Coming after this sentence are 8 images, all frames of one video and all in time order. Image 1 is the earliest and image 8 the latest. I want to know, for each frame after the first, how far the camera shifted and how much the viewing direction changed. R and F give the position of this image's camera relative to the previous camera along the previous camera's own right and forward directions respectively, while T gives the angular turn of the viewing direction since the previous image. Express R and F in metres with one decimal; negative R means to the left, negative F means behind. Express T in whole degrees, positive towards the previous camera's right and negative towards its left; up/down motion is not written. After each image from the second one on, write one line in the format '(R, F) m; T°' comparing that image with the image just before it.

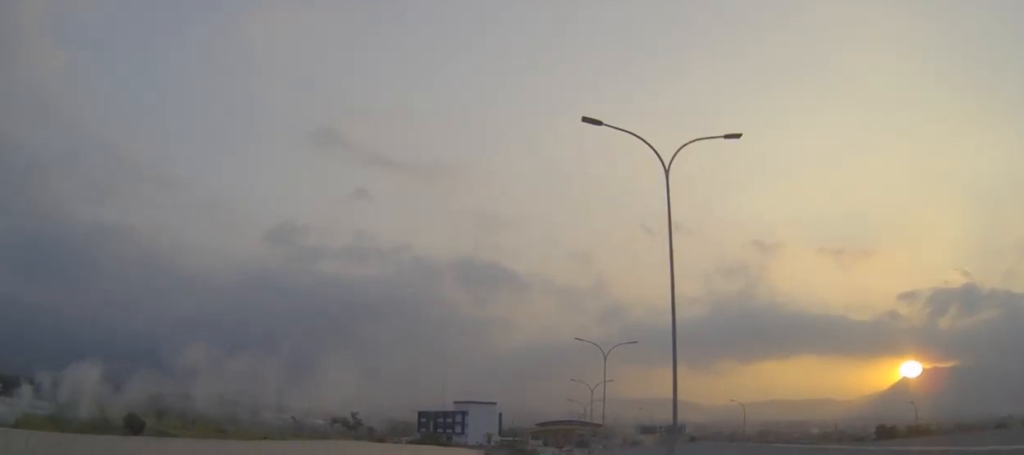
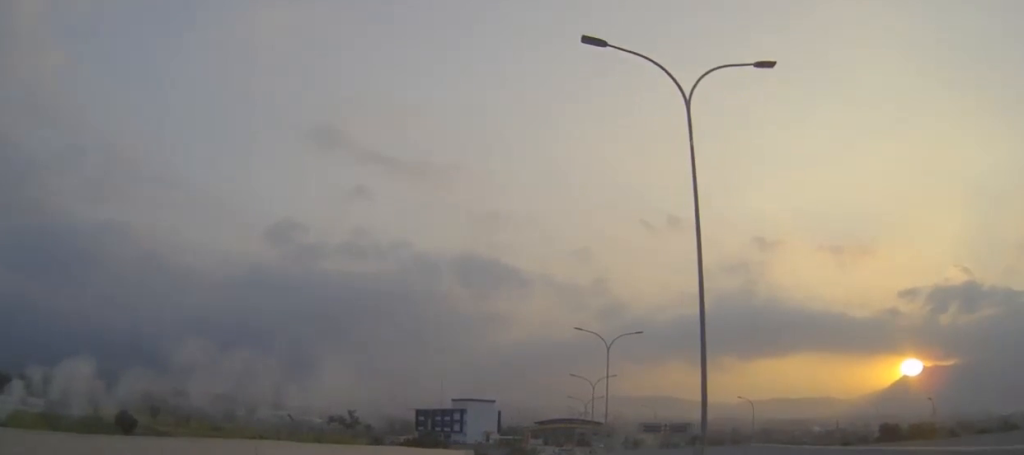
(0.0, +5.1) m; 0°
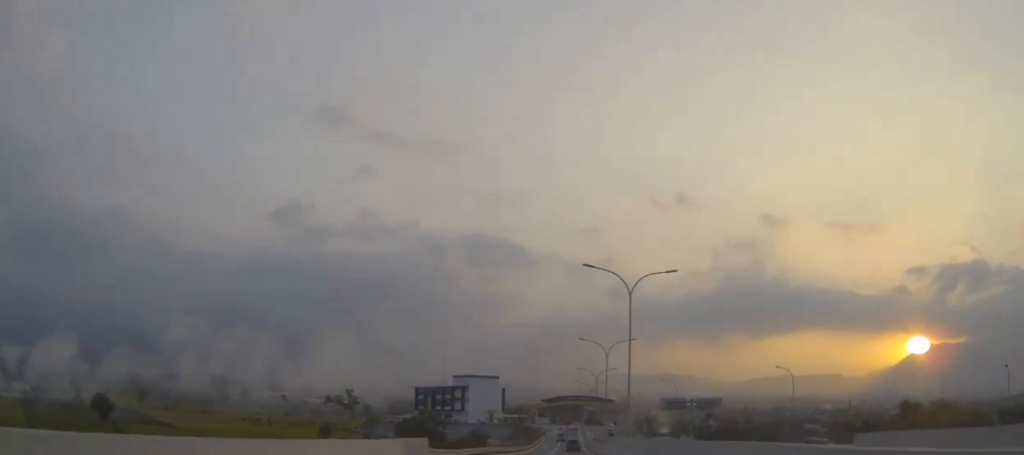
(-0.1, +16.9) m; 0°
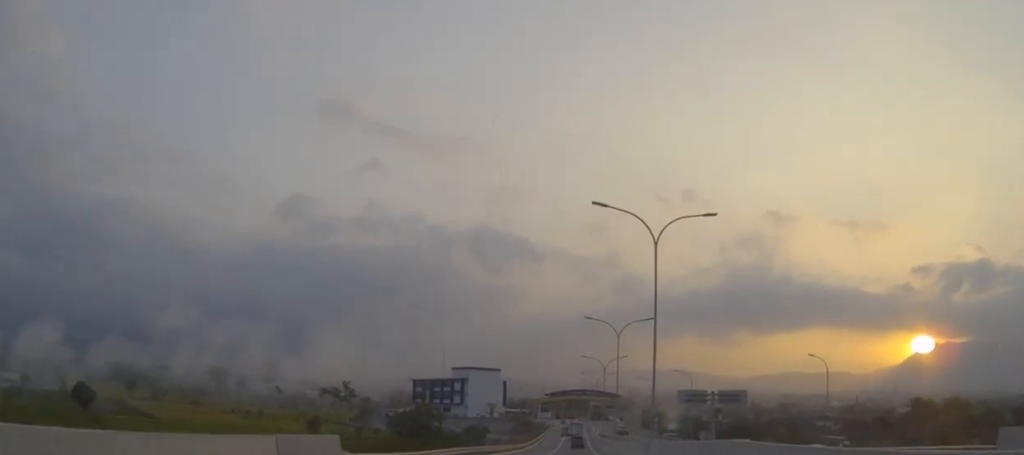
(0.0, +11.7) m; 0°
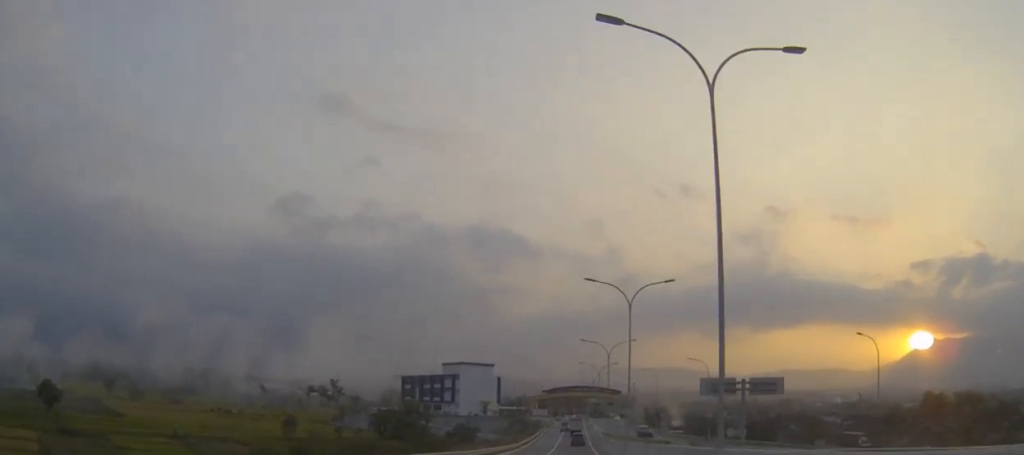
(-0.1, +15.4) m; 0°
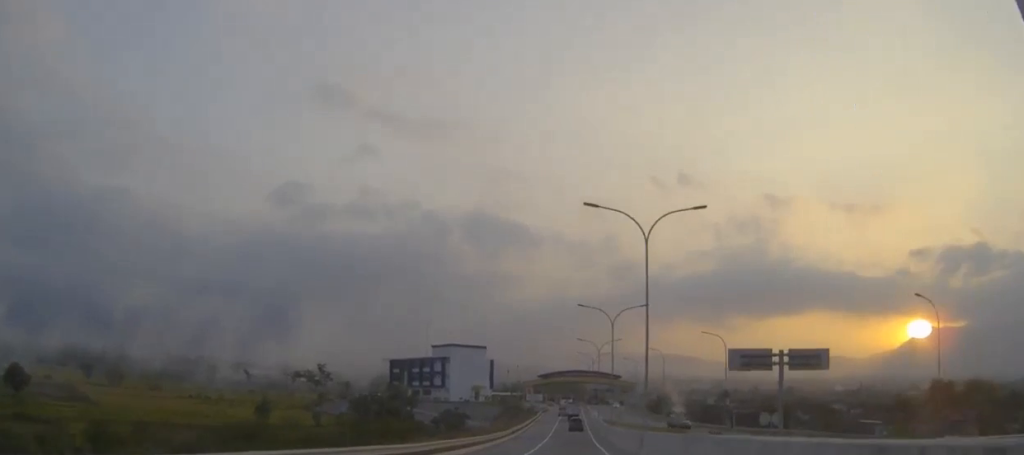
(-0.1, +13.3) m; 0°
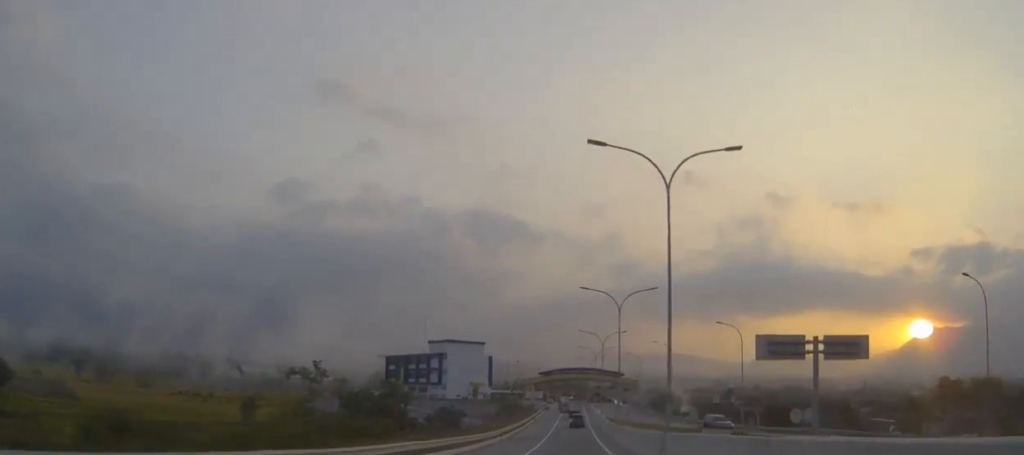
(0.0, +7.6) m; 0°
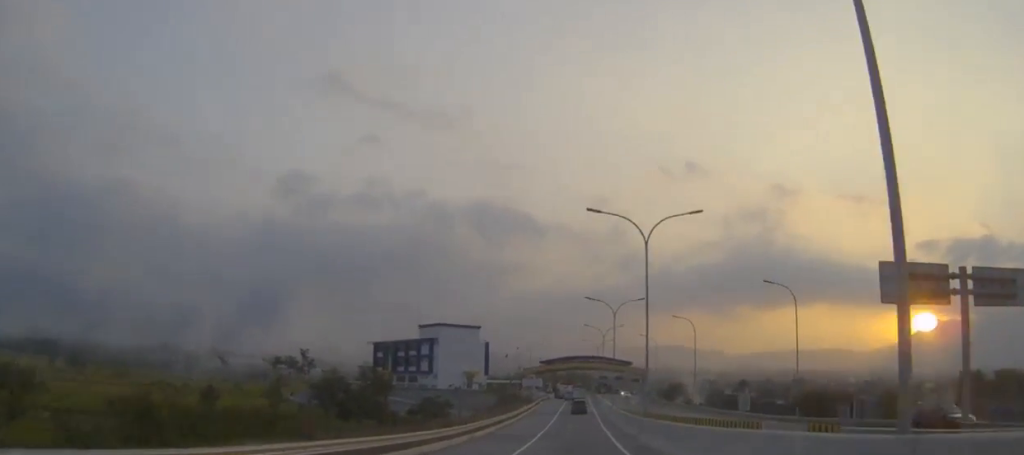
(0.0, +18.8) m; 0°
